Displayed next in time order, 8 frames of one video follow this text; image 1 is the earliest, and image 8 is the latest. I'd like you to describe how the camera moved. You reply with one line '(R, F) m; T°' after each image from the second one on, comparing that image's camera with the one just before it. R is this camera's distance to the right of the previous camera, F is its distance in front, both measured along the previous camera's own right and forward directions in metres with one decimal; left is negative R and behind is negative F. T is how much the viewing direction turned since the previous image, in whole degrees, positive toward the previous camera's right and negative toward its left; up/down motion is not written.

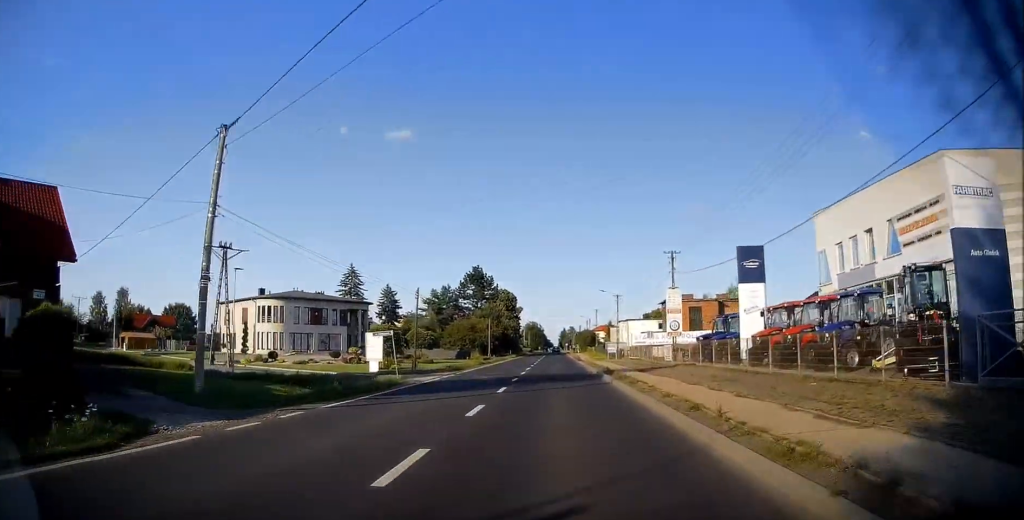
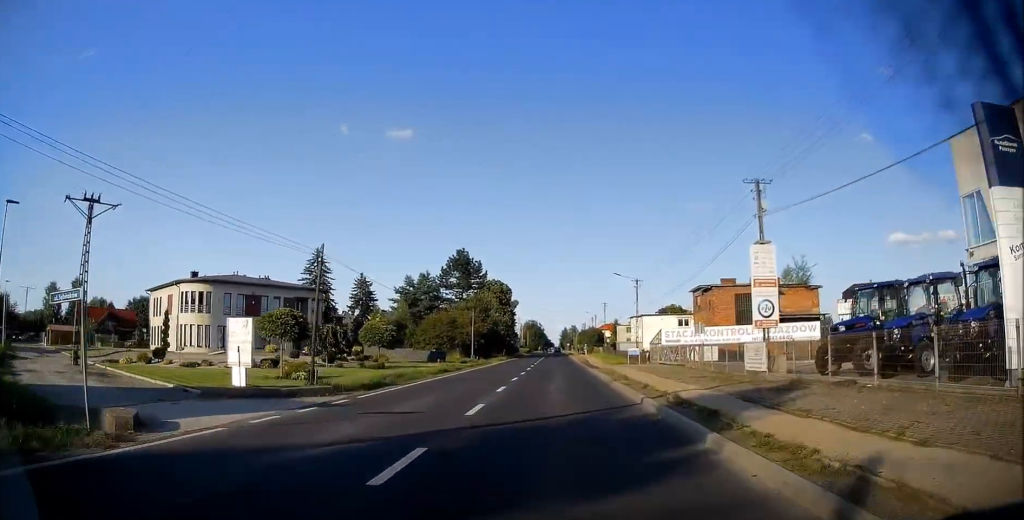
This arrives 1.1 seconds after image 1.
(+0.3, +18.2) m; +1°
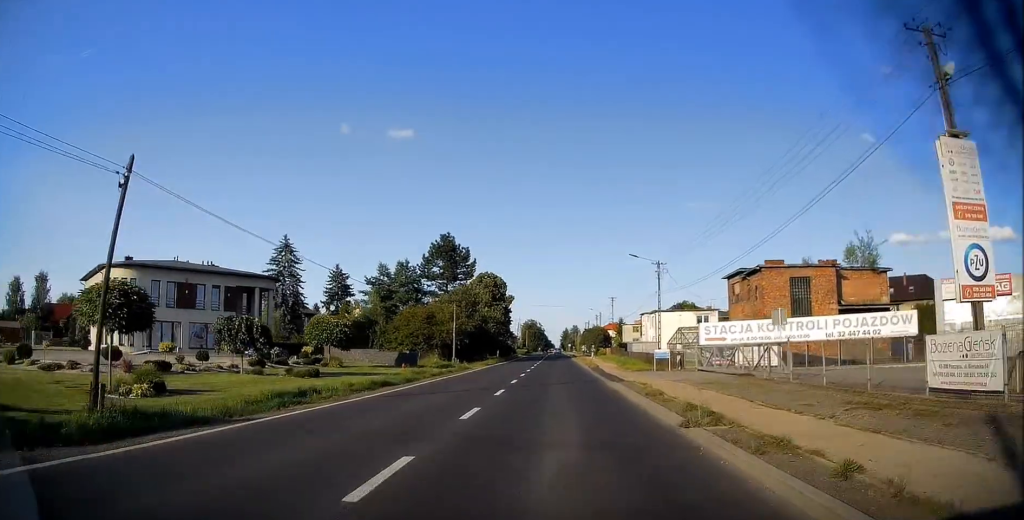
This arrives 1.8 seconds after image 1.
(+0.1, +12.8) m; 0°
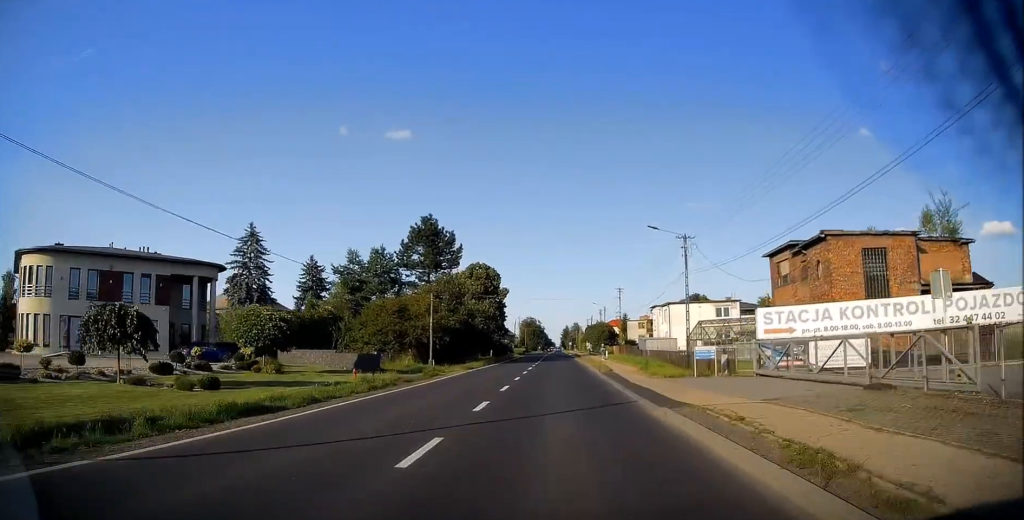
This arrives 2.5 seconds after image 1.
(-0.2, +10.4) m; 0°
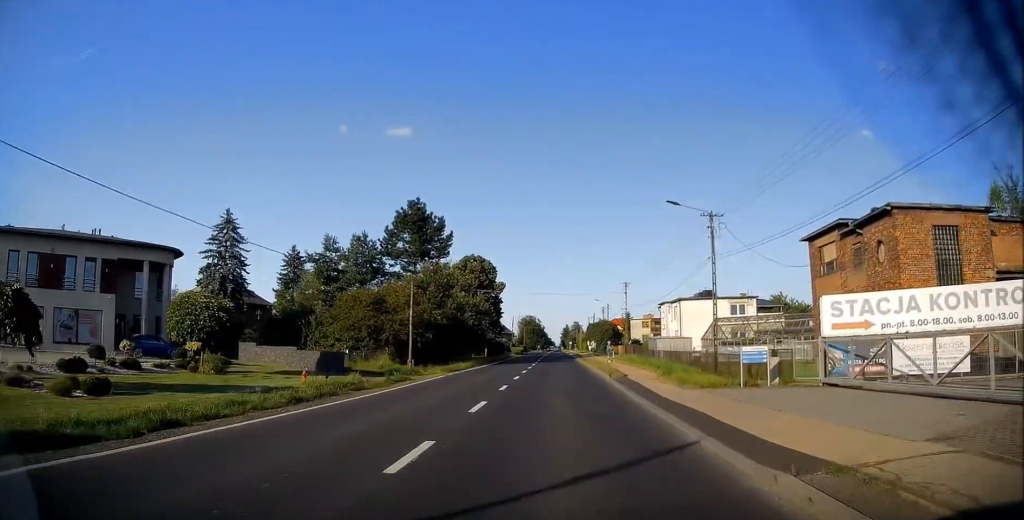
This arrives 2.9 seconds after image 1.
(0.0, +6.5) m; 0°
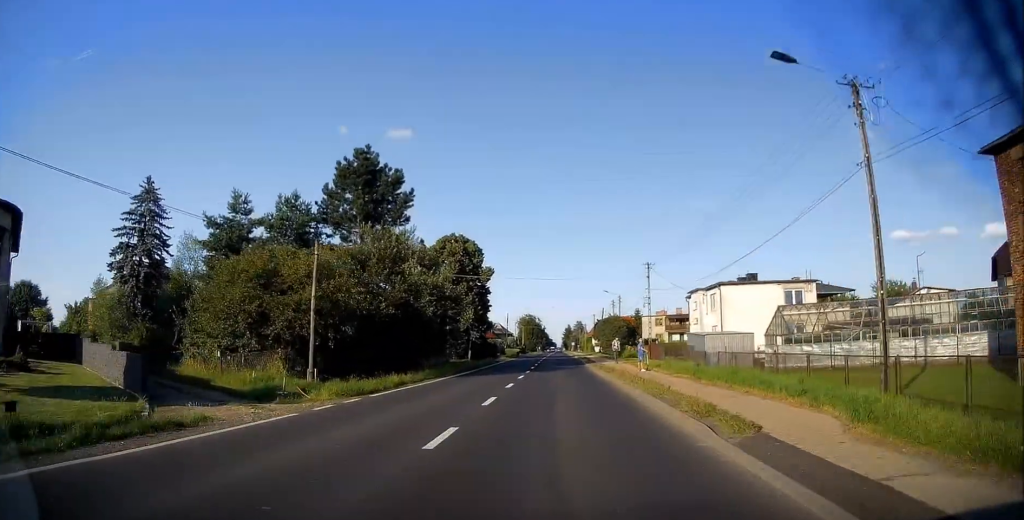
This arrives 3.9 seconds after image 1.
(+0.2, +16.6) m; 0°
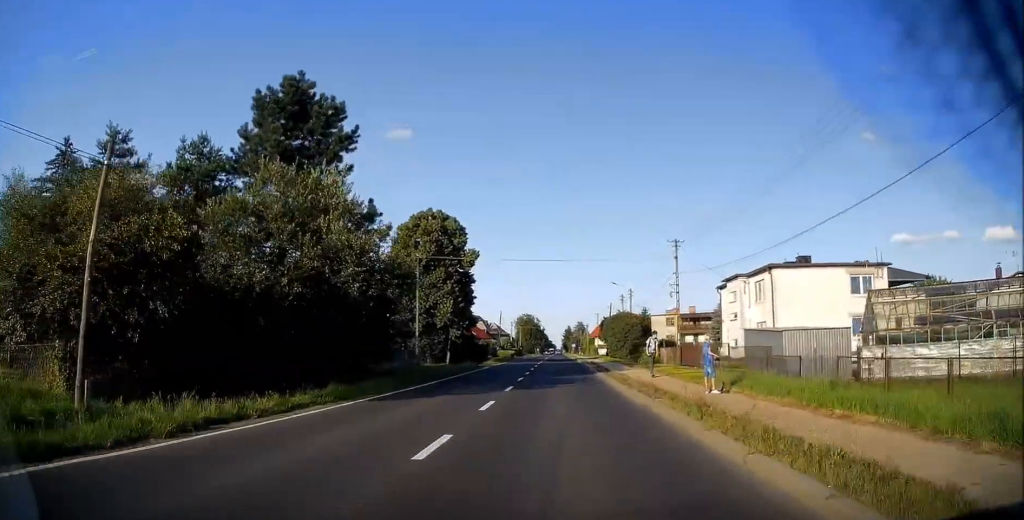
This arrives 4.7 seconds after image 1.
(-0.1, +12.7) m; 0°
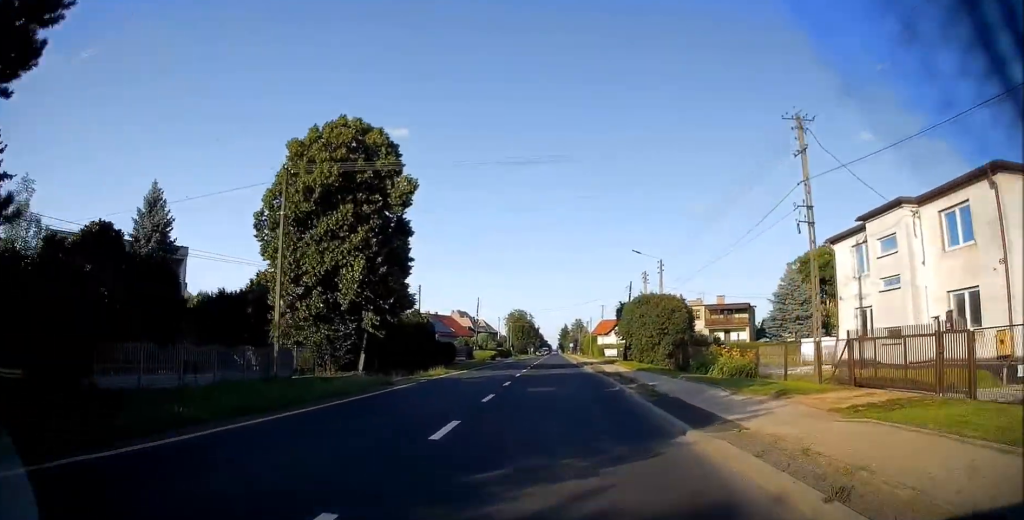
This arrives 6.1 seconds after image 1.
(+0.1, +22.6) m; 0°
